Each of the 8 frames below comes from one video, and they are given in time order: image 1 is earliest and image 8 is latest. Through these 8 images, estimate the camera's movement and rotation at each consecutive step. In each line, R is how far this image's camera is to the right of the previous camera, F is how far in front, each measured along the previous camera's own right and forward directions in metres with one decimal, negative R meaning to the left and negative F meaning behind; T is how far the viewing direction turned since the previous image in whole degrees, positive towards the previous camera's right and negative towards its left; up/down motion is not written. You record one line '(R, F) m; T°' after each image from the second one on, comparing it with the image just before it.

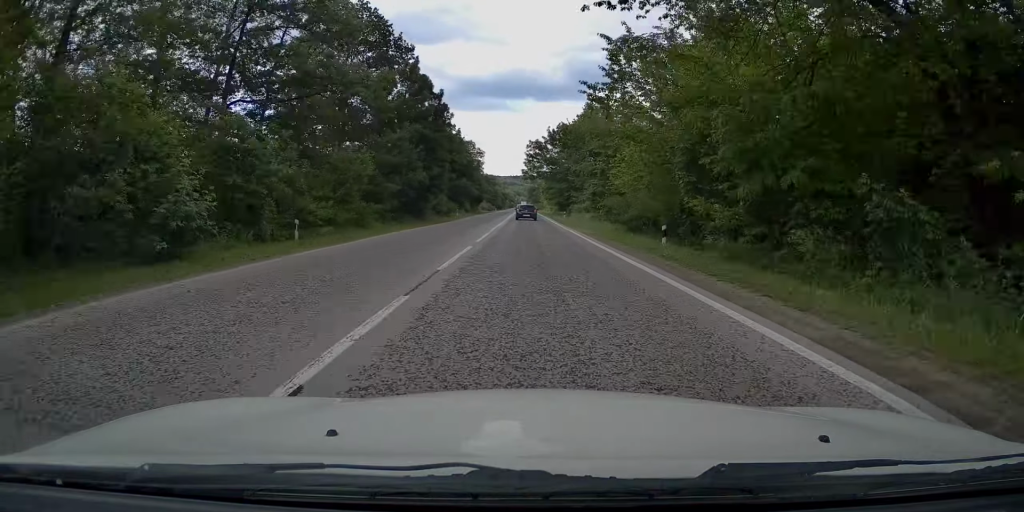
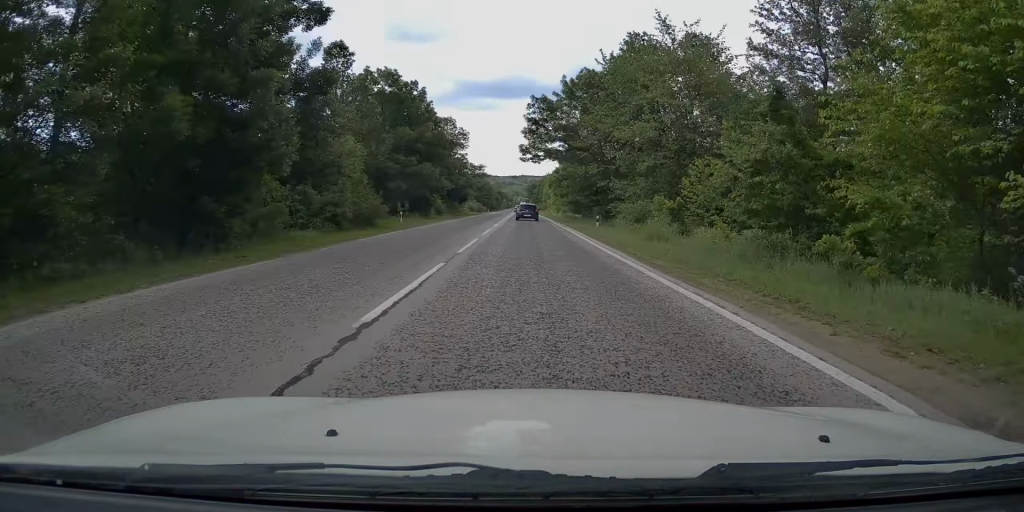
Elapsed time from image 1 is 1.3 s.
(0.0, +31.4) m; 0°
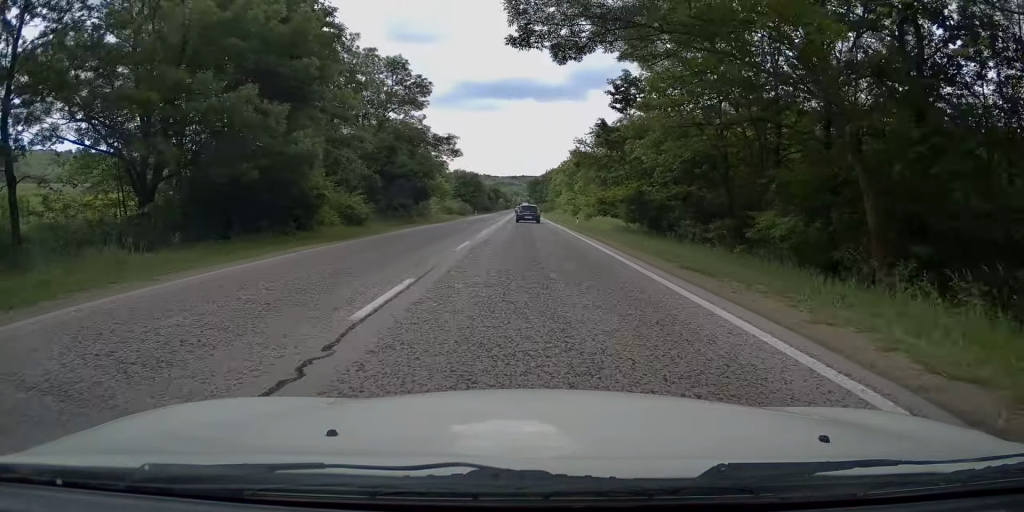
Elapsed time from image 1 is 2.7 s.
(-0.1, +35.8) m; 0°
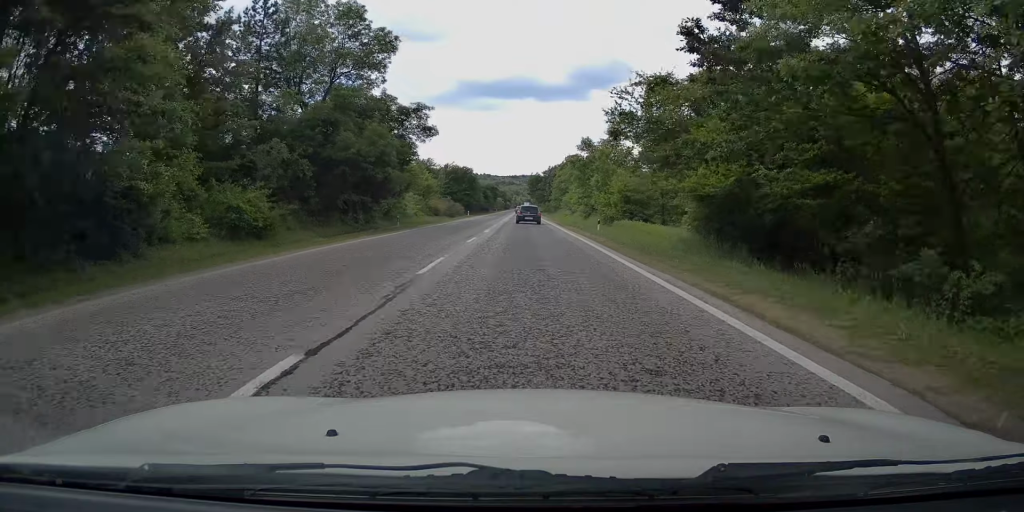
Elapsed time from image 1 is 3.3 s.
(0.0, +14.4) m; +1°
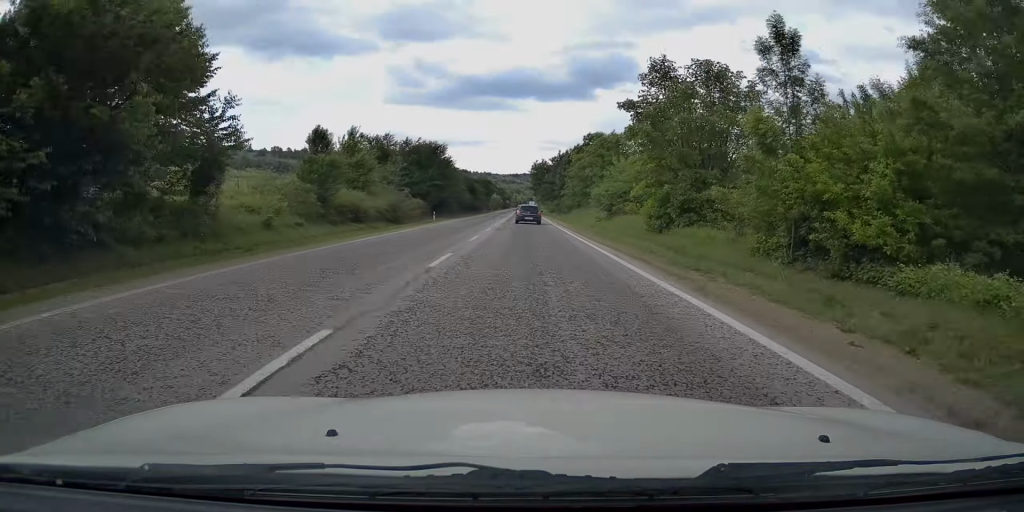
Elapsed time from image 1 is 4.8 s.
(+0.4, +34.6) m; 0°
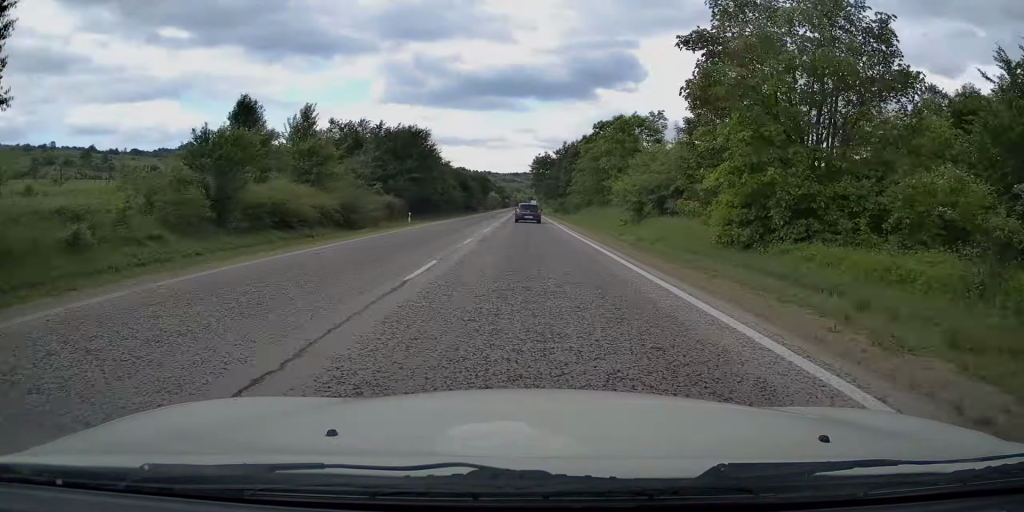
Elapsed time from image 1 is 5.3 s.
(-0.2, +11.7) m; -1°
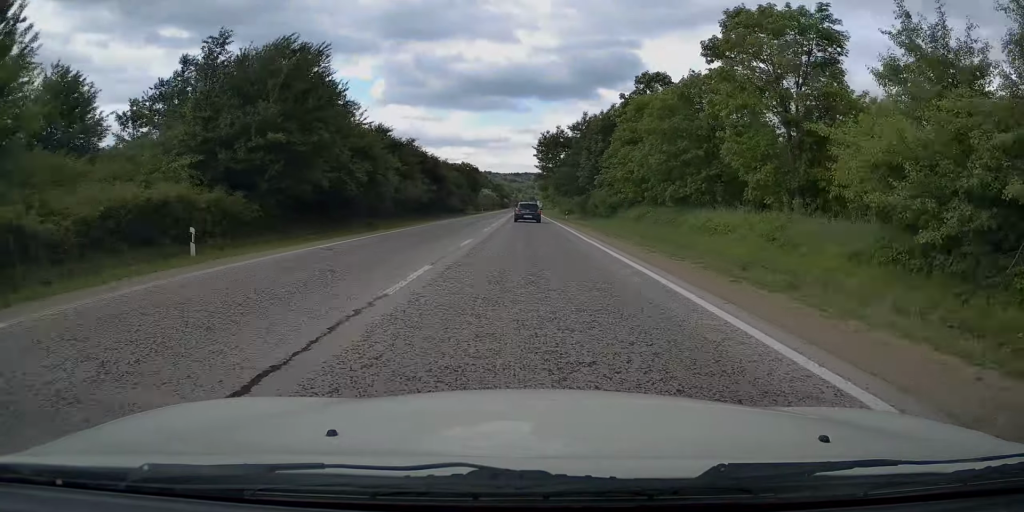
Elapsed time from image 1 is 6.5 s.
(-0.2, +28.1) m; 0°
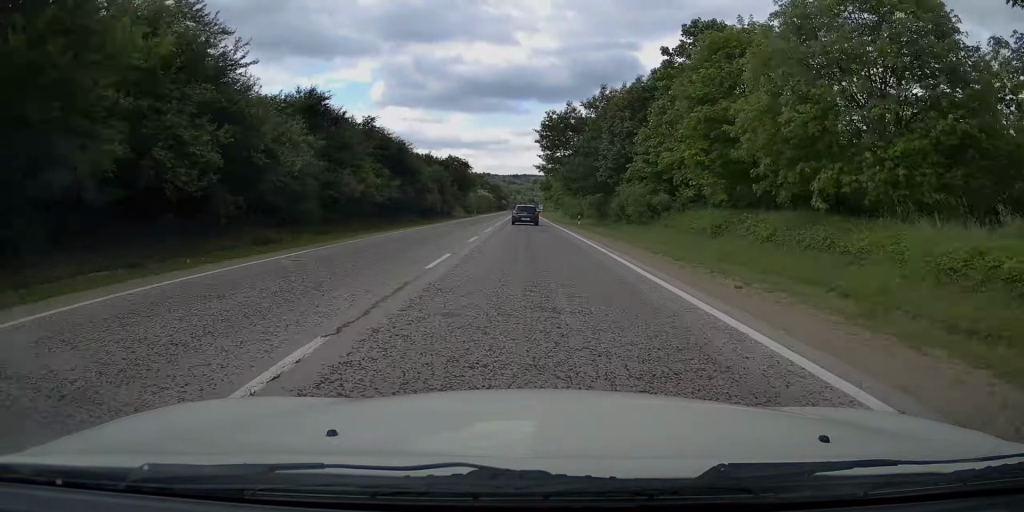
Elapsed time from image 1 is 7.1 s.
(0.0, +14.9) m; +1°
